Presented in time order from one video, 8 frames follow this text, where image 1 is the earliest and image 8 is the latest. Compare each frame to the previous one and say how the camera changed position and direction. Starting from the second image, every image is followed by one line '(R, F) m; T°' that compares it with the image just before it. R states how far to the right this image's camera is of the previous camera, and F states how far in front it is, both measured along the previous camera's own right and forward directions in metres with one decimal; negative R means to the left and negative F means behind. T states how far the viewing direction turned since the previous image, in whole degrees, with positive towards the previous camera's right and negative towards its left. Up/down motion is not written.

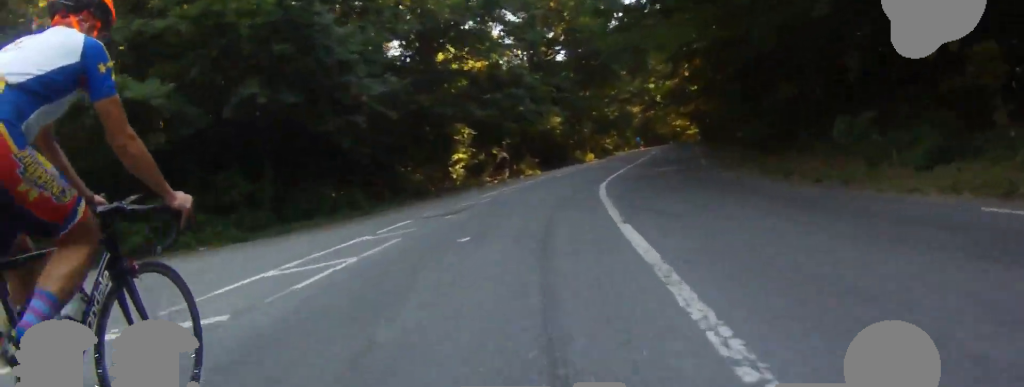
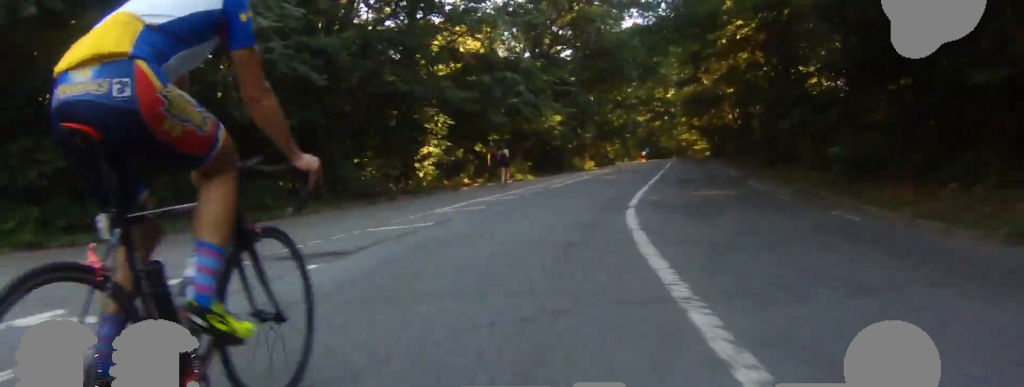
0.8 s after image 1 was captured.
(+0.2, +6.6) m; +8°
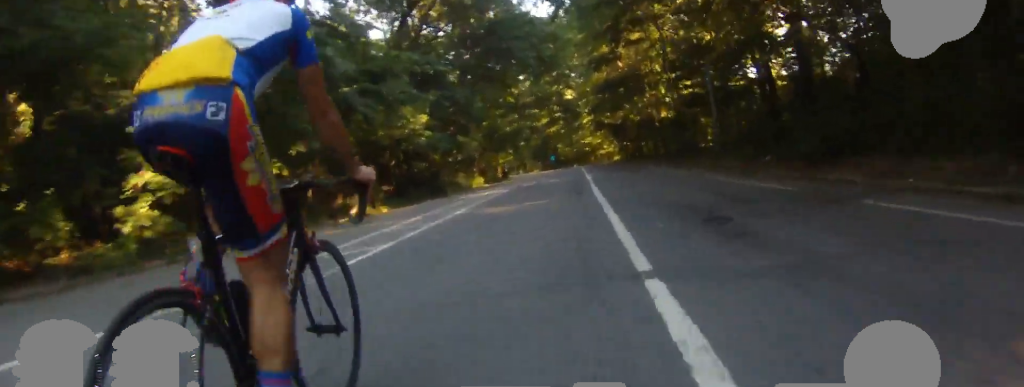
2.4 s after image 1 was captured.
(+1.6, +13.0) m; +7°
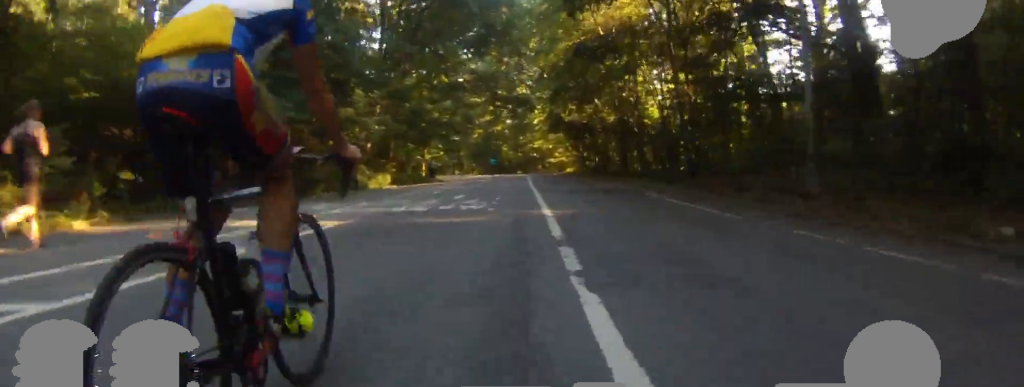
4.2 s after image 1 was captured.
(0.0, +14.7) m; 0°
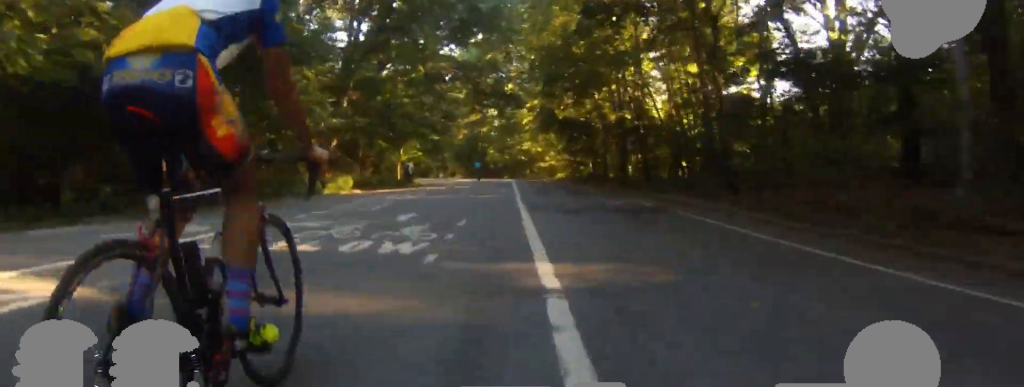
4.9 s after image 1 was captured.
(0.0, +5.7) m; 0°
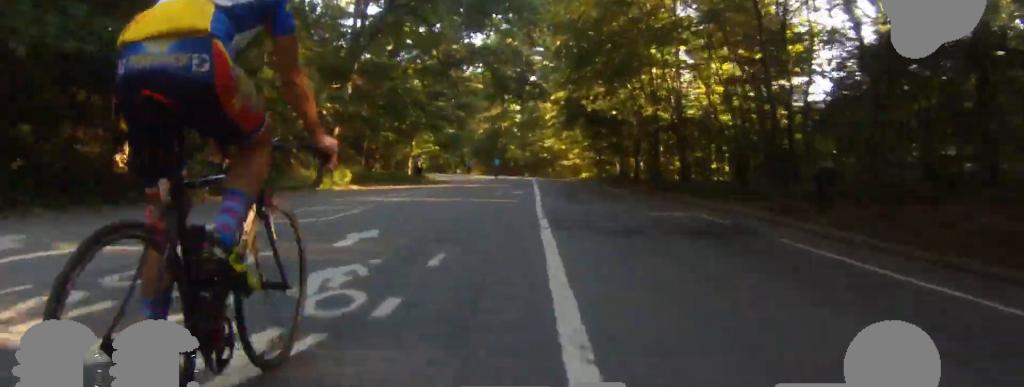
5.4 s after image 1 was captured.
(0.0, +4.1) m; 0°
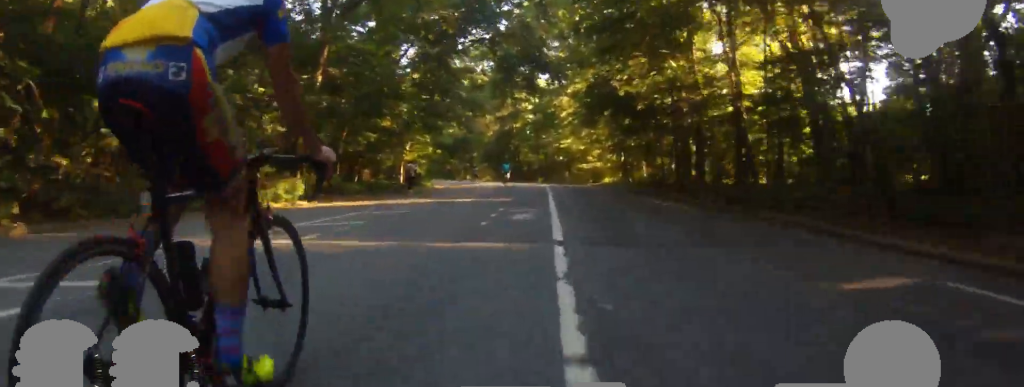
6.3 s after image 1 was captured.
(-0.1, +7.4) m; -5°
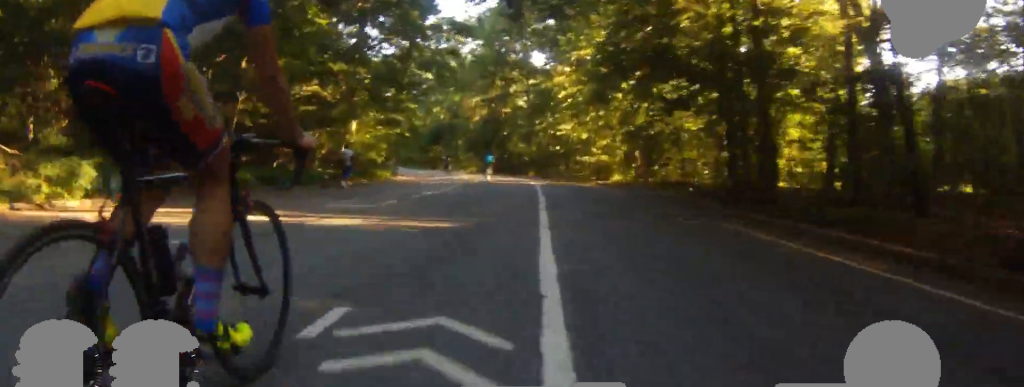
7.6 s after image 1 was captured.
(-1.0, +10.9) m; -1°
